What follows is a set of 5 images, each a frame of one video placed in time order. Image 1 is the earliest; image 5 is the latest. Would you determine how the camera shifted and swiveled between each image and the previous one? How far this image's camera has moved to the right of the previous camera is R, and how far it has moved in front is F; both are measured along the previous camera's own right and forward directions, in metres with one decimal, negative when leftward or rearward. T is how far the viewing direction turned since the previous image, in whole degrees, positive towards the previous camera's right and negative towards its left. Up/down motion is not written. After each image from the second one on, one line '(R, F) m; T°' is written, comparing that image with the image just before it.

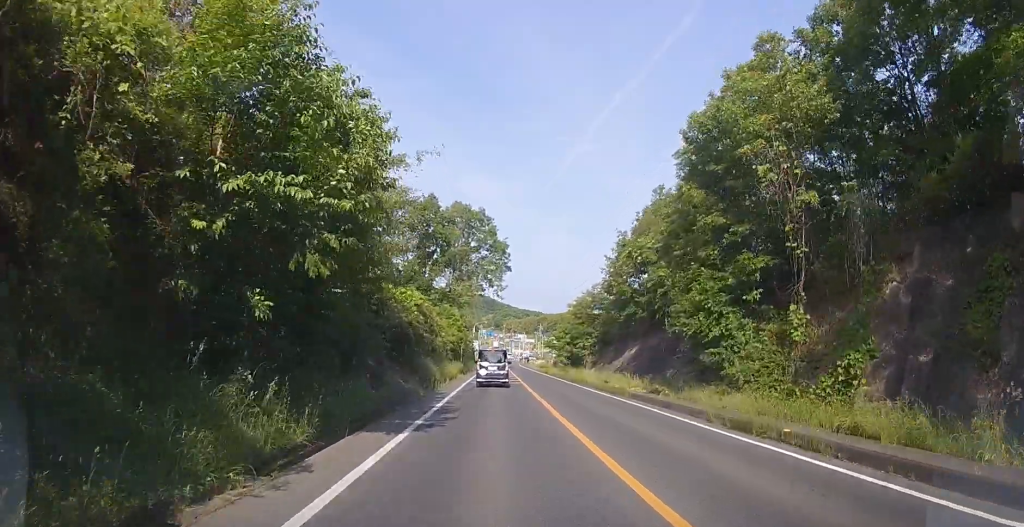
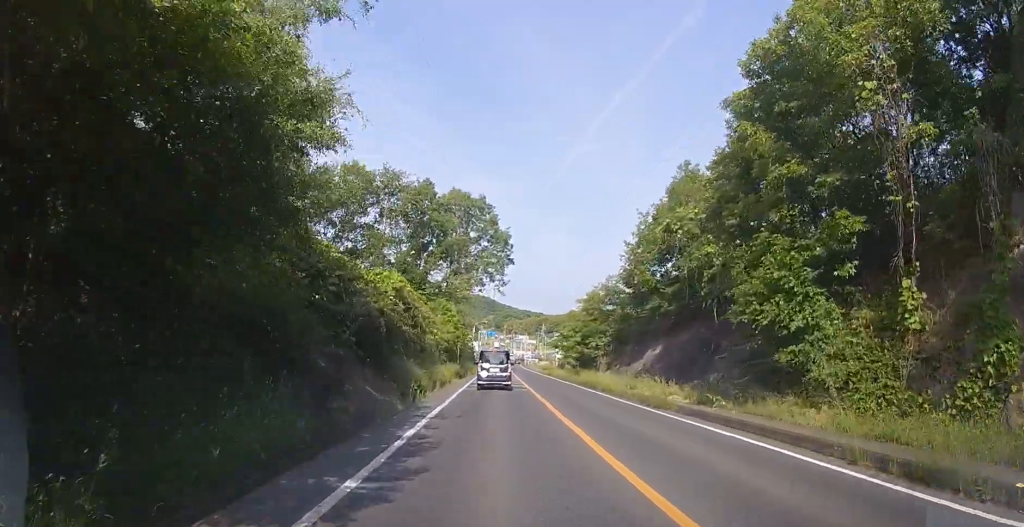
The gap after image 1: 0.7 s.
(+0.1, +4.7) m; +1°
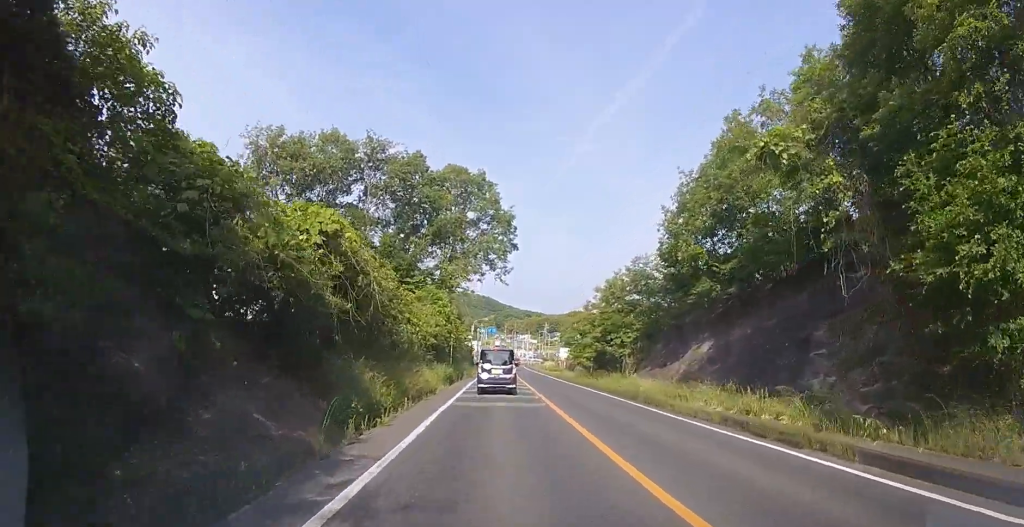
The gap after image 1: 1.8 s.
(0.0, +6.0) m; 0°
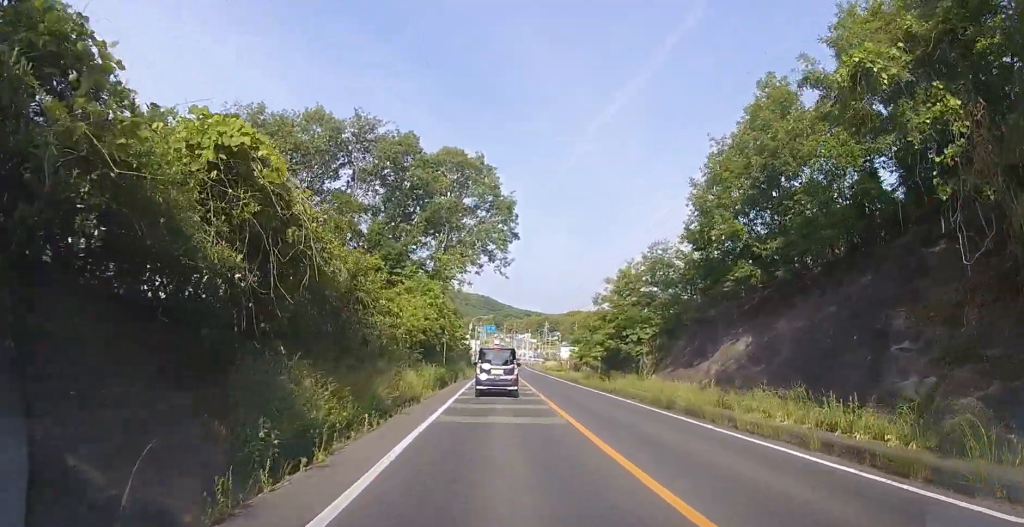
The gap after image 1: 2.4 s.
(0.0, +3.1) m; 0°
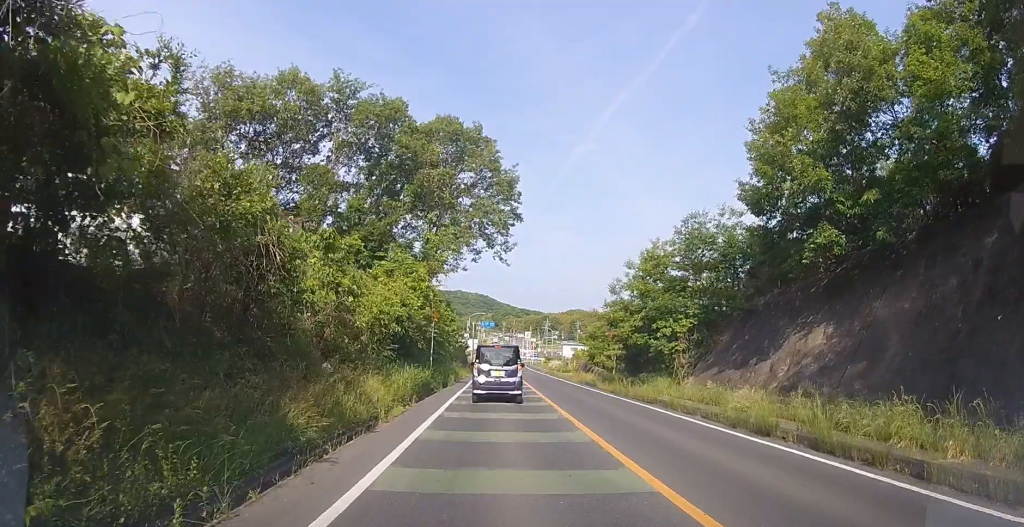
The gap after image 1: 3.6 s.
(0.0, +4.9) m; 0°
